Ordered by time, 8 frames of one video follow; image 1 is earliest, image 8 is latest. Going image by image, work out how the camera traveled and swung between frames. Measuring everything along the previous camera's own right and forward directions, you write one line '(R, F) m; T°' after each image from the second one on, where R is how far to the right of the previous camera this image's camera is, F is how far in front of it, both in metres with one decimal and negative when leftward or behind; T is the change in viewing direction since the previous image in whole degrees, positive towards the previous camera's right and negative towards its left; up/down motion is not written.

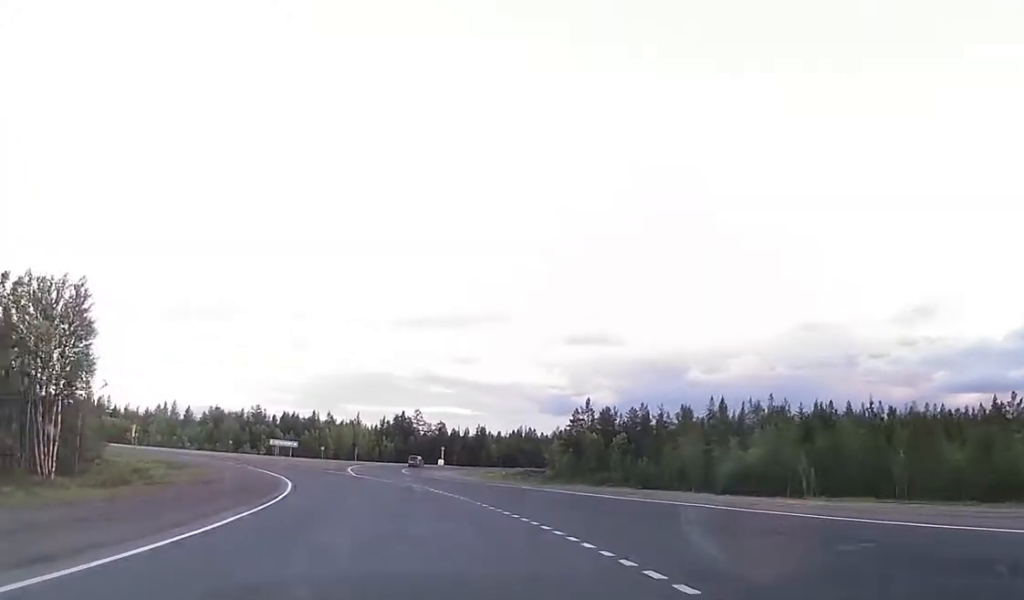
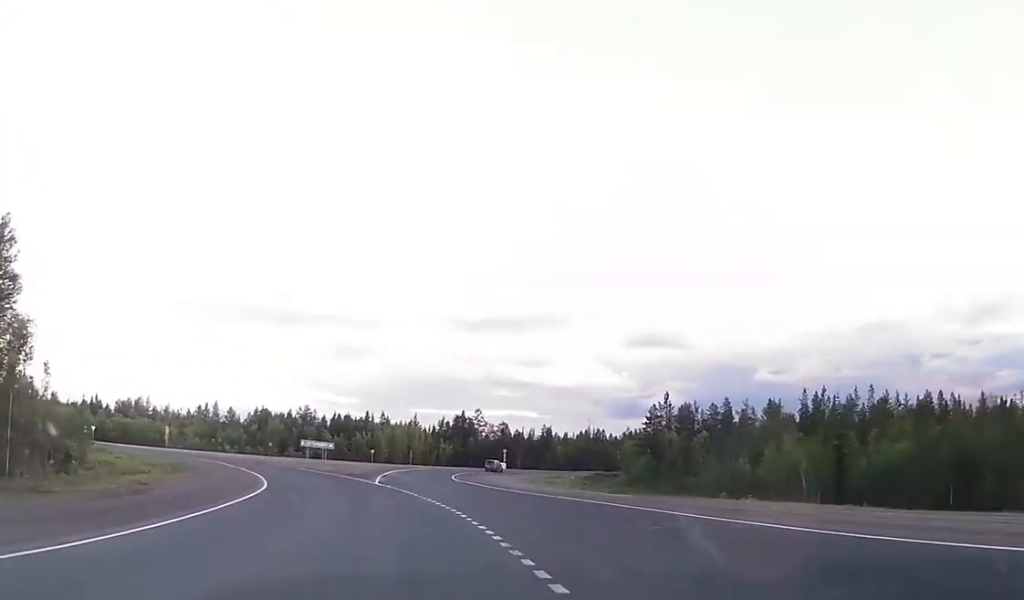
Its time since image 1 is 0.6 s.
(-0.6, +12.2) m; -5°
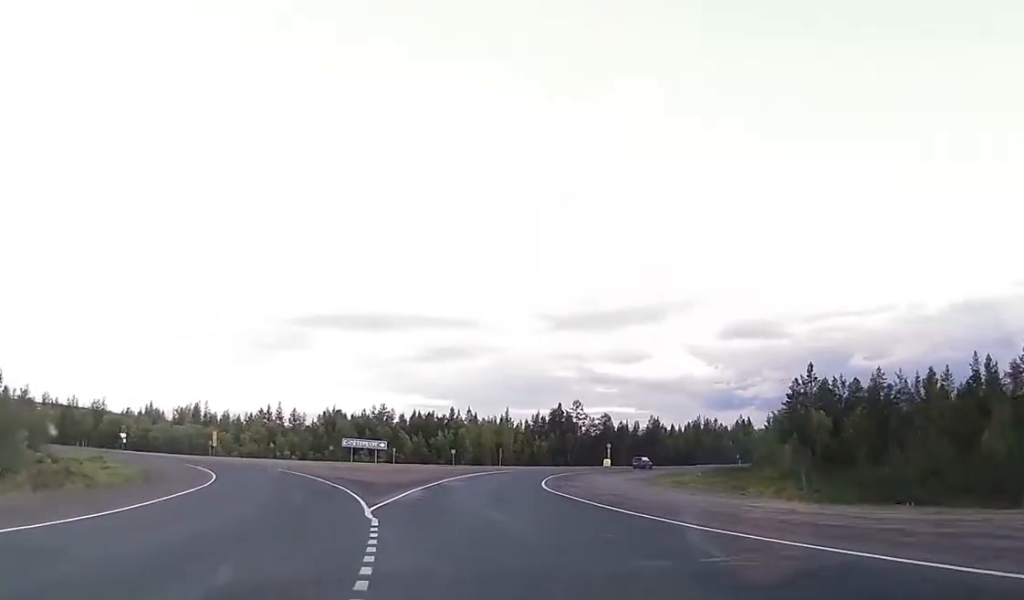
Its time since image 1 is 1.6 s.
(-1.2, +19.7) m; -7°
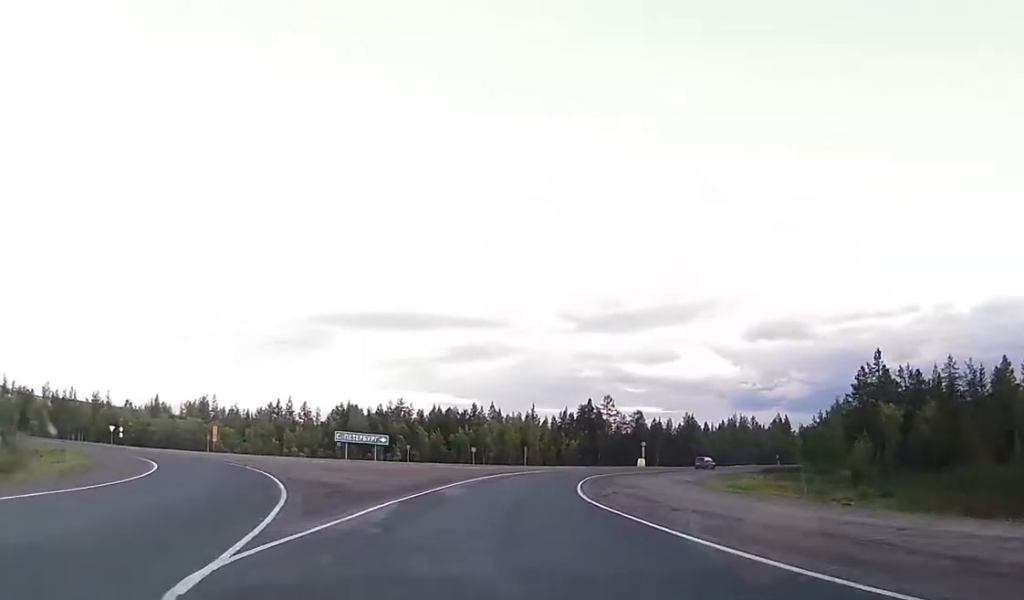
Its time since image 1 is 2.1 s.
(-0.1, +10.1) m; -3°
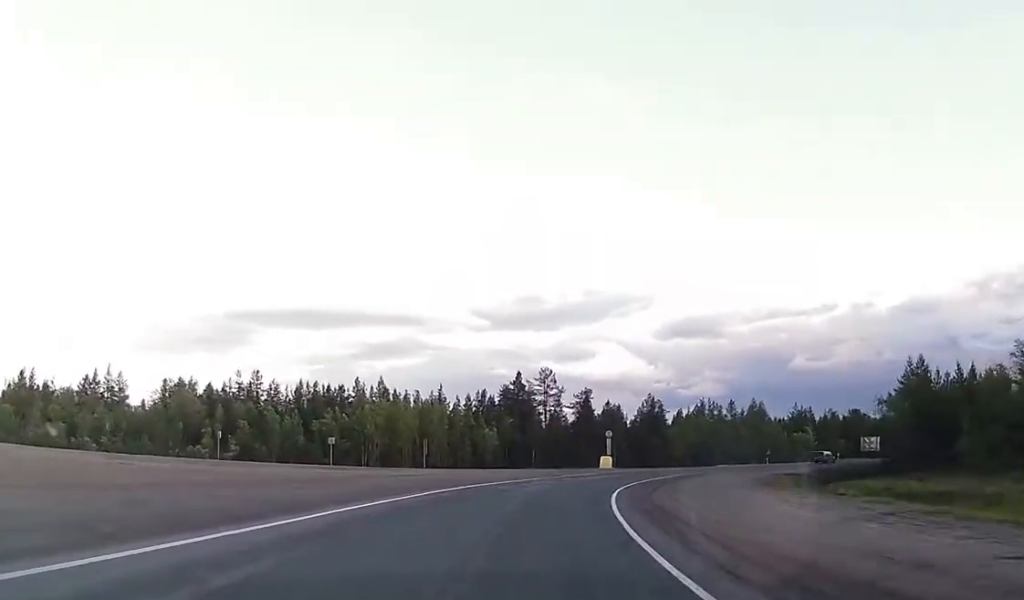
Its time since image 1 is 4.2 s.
(-4.1, +43.7) m; -7°
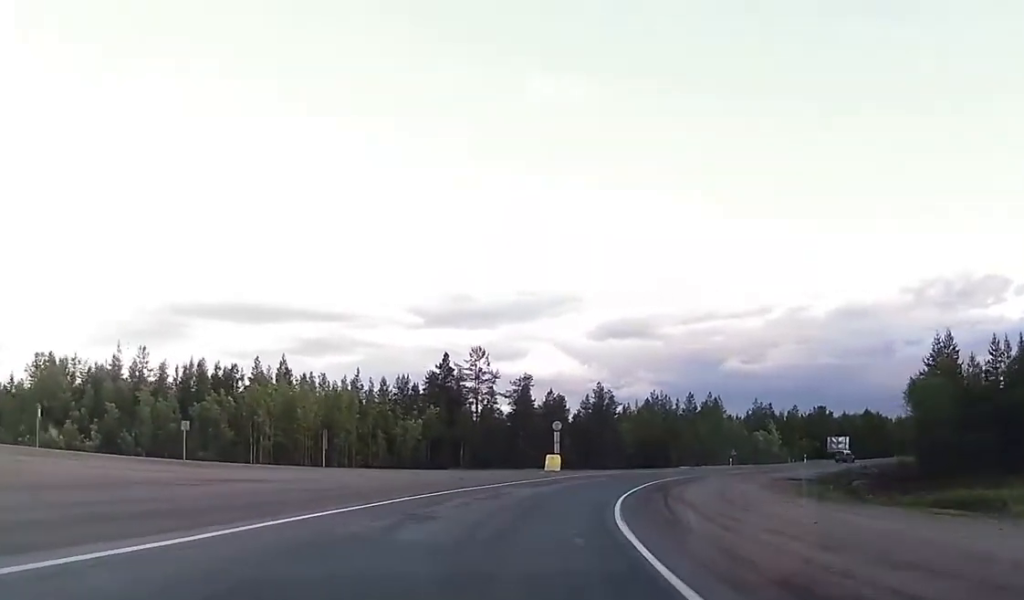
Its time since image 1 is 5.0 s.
(0.0, +17.0) m; +2°
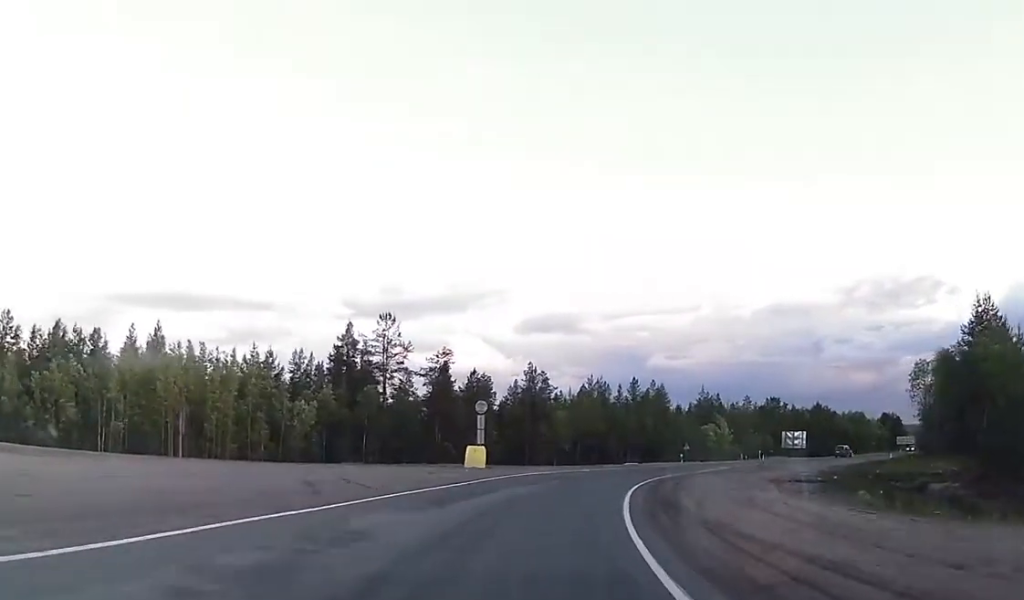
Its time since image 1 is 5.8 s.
(+0.5, +15.8) m; +4°
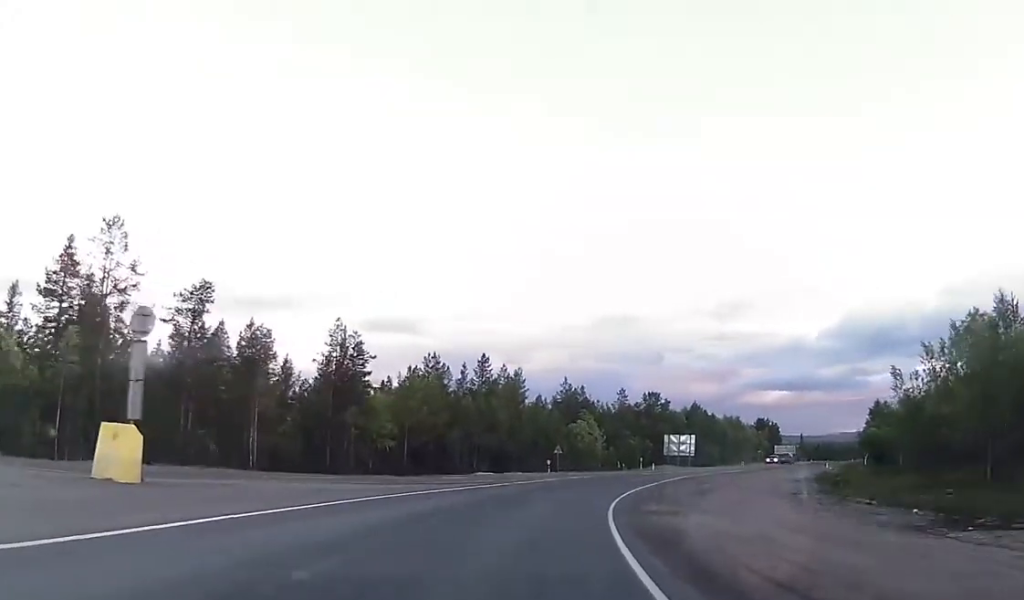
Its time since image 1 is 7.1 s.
(+1.8, +28.6) m; +10°
